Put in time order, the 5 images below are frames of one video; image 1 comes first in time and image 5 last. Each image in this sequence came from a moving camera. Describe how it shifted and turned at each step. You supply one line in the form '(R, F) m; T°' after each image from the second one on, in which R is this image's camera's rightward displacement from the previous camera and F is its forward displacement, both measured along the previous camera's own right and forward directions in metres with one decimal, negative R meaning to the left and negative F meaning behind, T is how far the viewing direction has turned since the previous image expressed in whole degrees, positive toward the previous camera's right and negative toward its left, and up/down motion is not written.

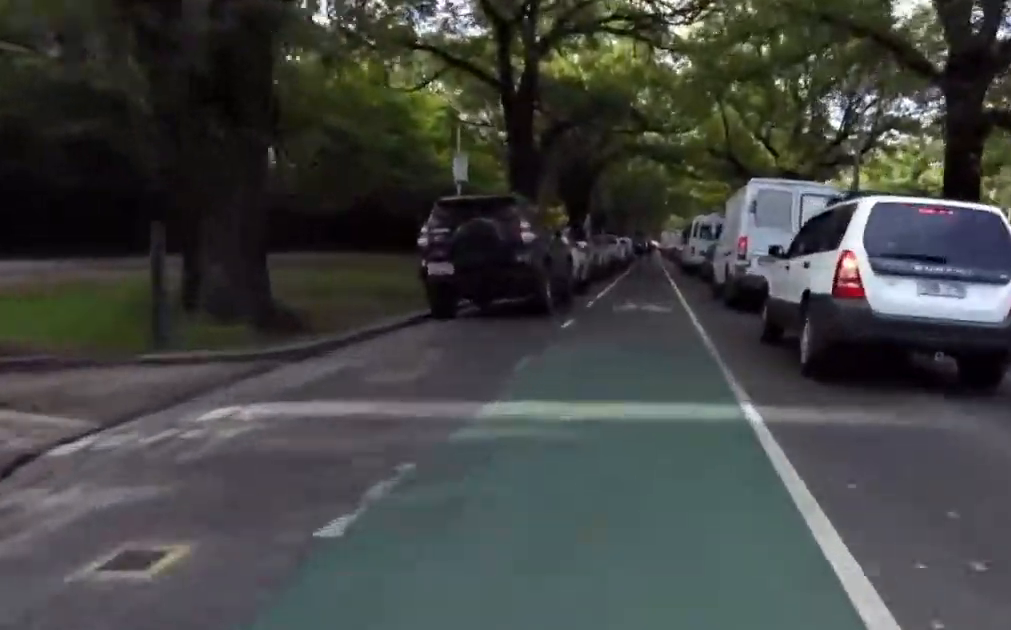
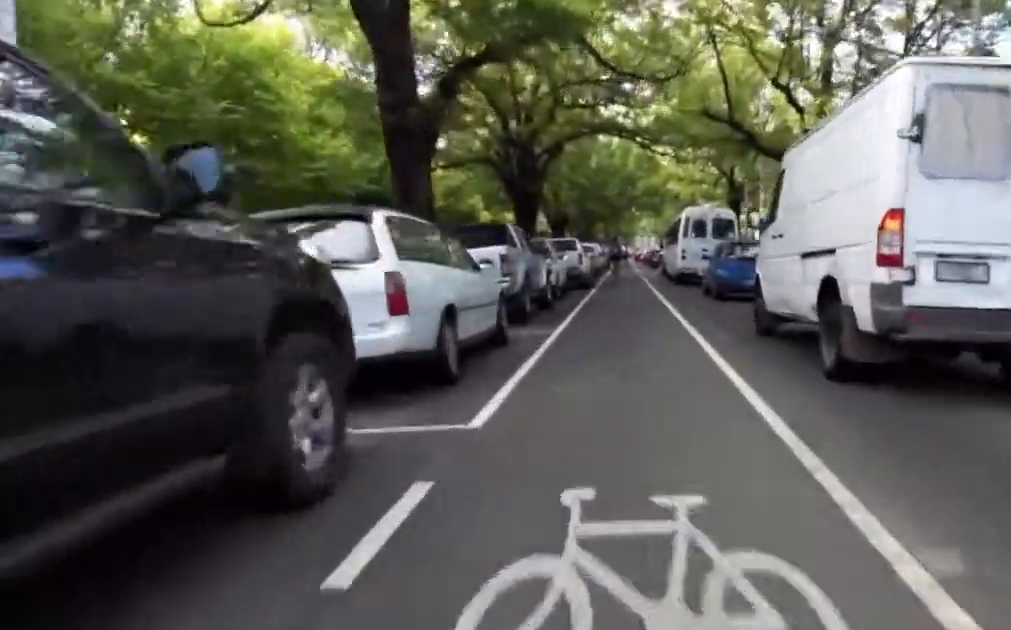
(+0.5, +11.7) m; +3°
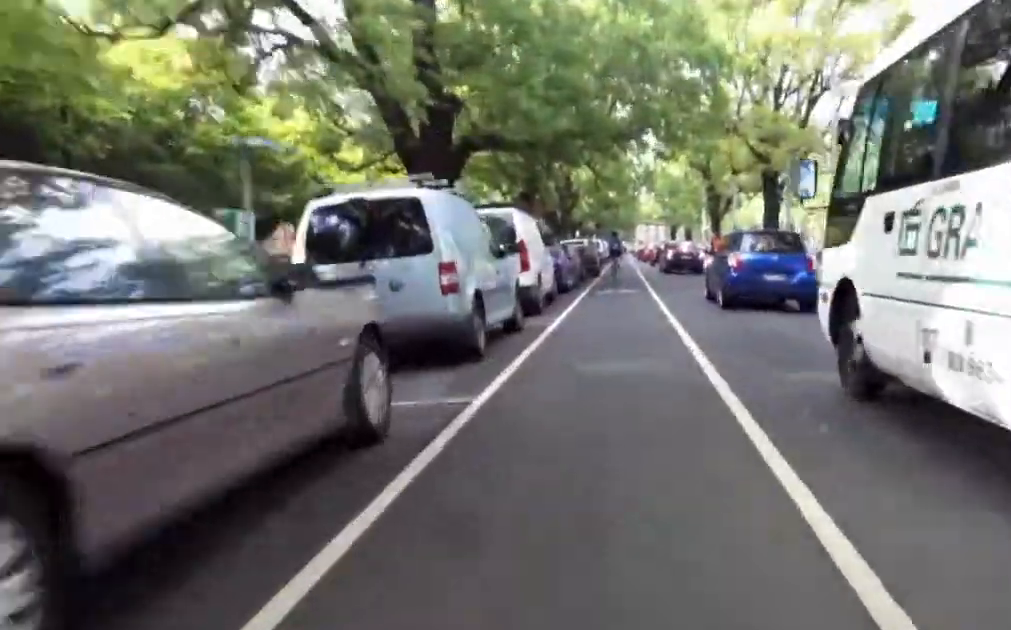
(-0.1, +37.0) m; -2°
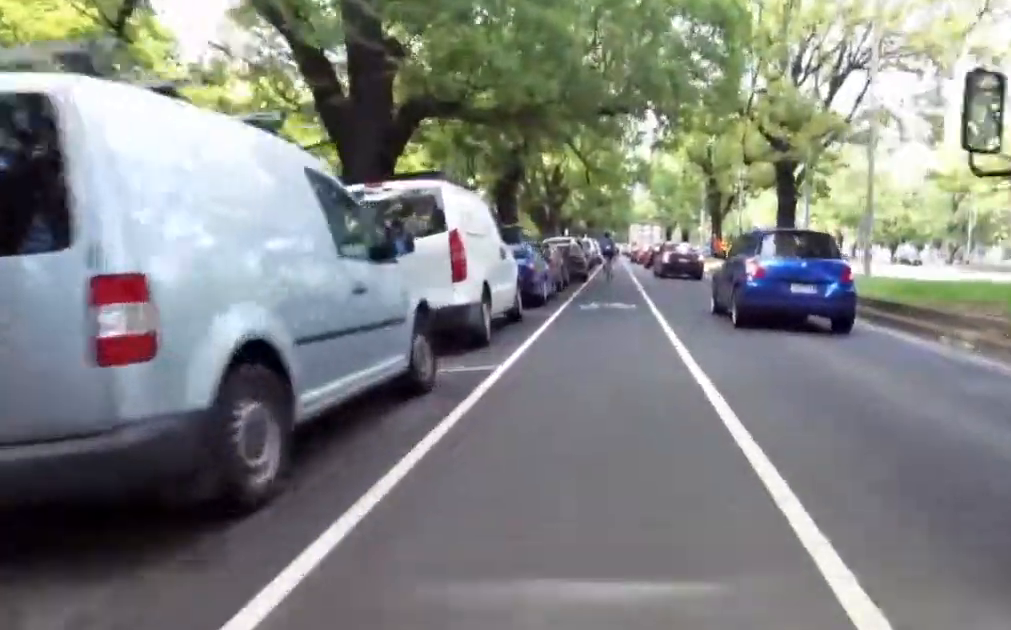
(-0.3, +4.7) m; +2°
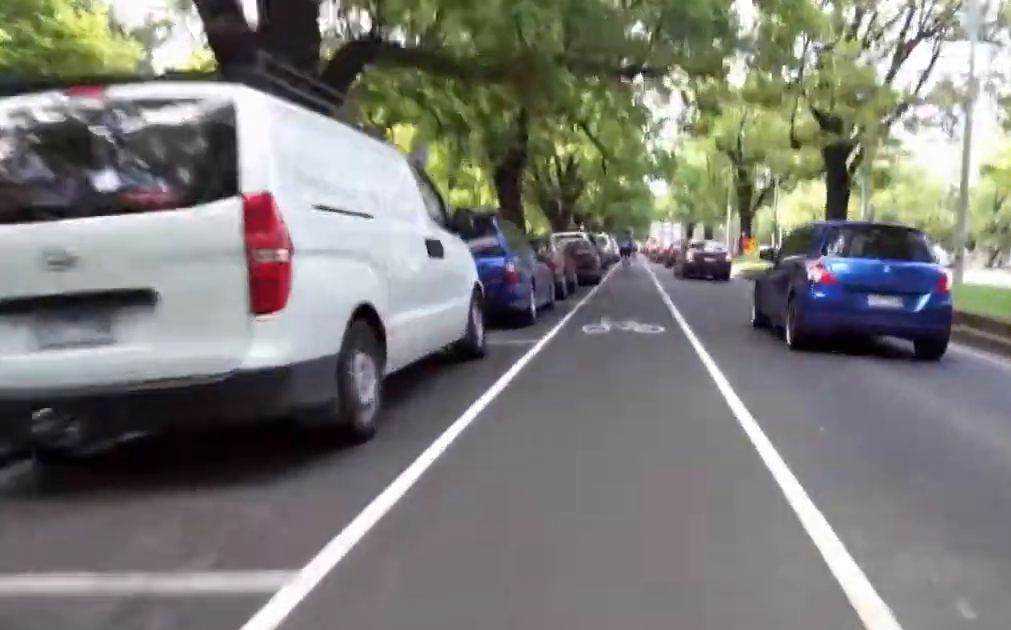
(-0.2, +4.7) m; +2°
